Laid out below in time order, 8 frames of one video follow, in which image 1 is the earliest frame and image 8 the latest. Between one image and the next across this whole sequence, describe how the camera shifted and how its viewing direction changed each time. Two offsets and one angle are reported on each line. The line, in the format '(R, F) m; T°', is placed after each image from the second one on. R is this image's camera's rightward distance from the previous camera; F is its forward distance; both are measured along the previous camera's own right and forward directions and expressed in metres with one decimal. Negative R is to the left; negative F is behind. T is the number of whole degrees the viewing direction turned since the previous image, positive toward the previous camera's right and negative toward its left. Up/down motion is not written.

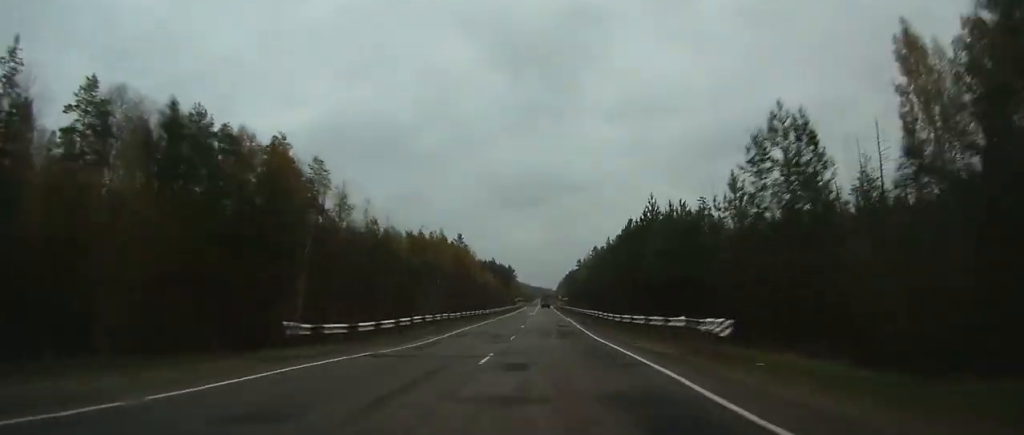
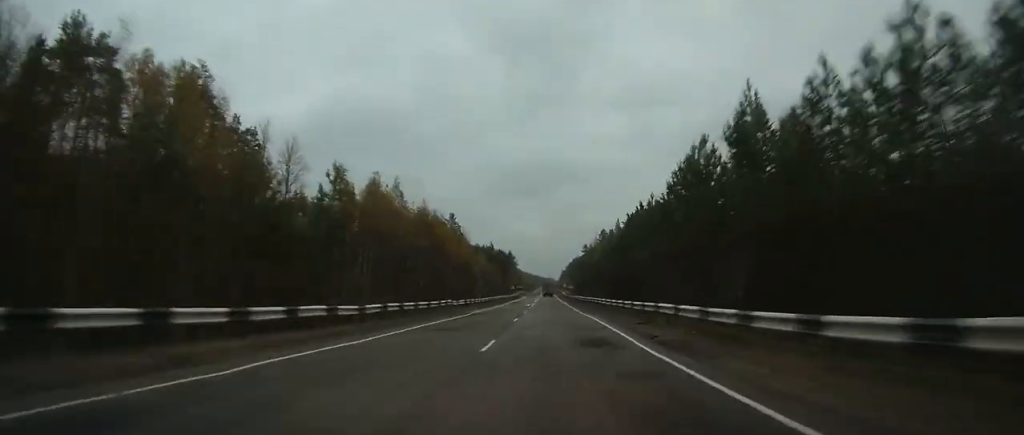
(0.0, +23.6) m; 0°
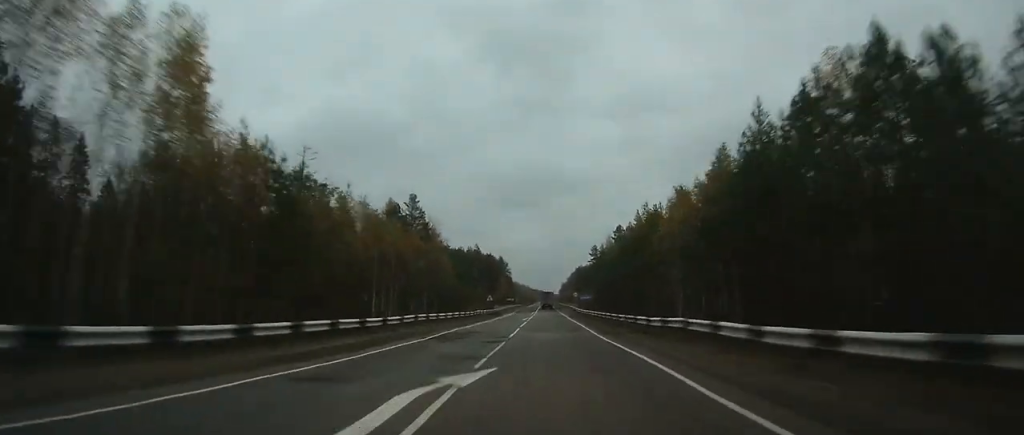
(-0.2, +53.3) m; 0°
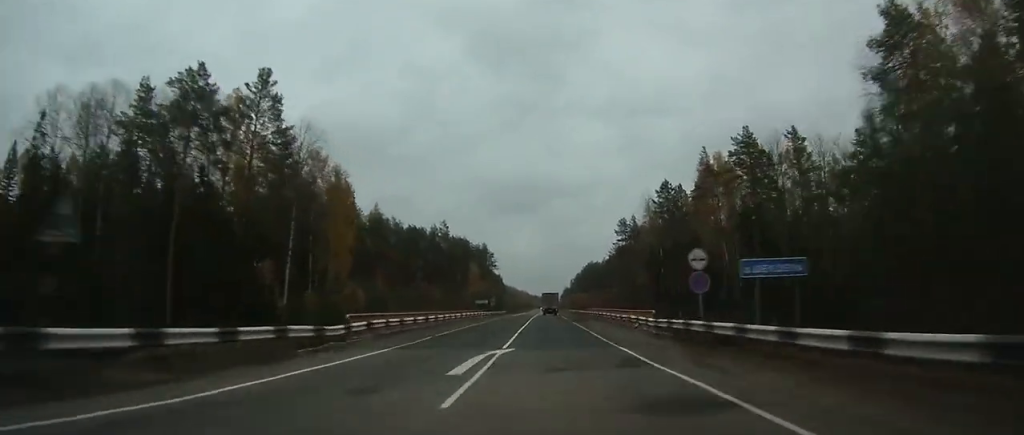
(-0.2, +78.5) m; 0°
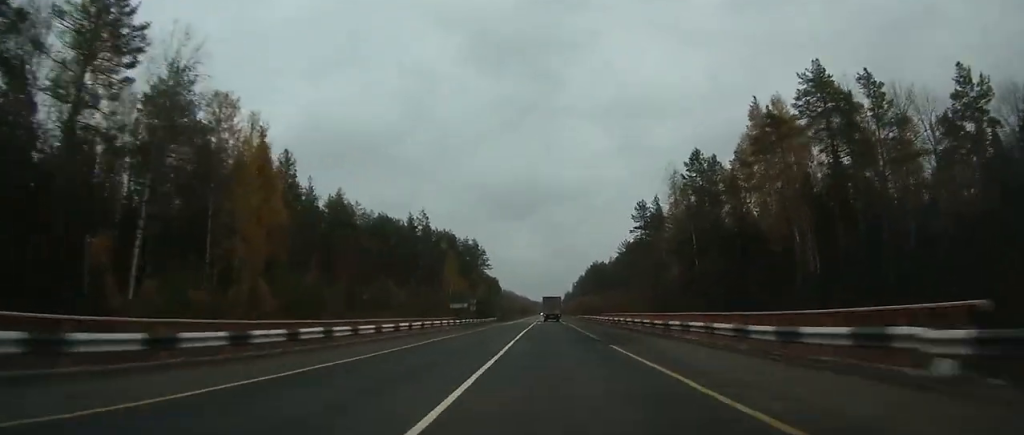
(-0.1, +26.7) m; 0°
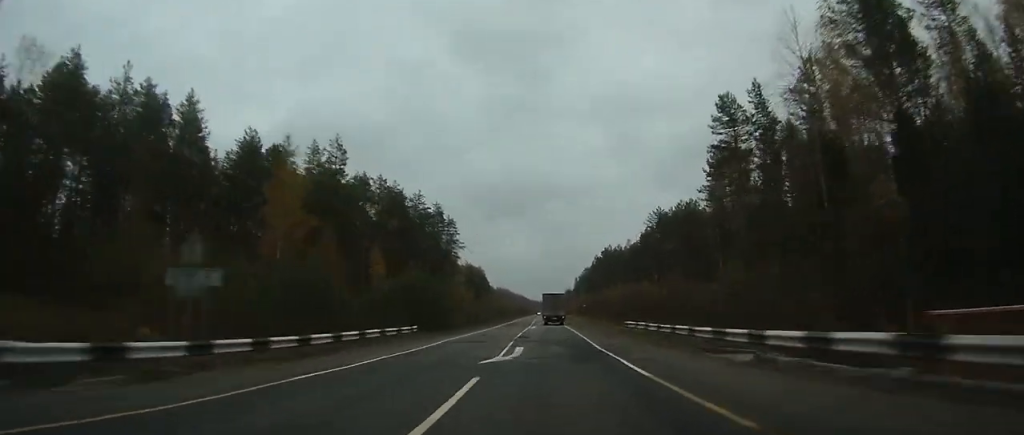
(+0.2, +52.5) m; 0°
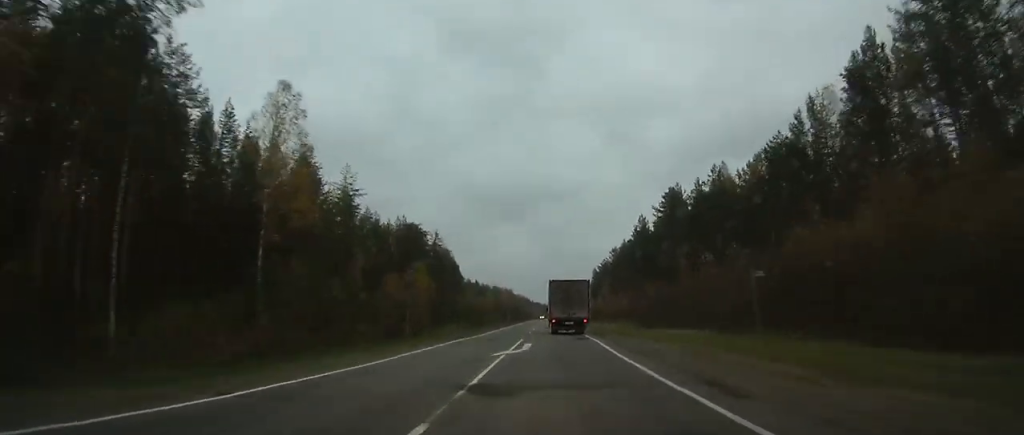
(-0.2, +88.0) m; 0°
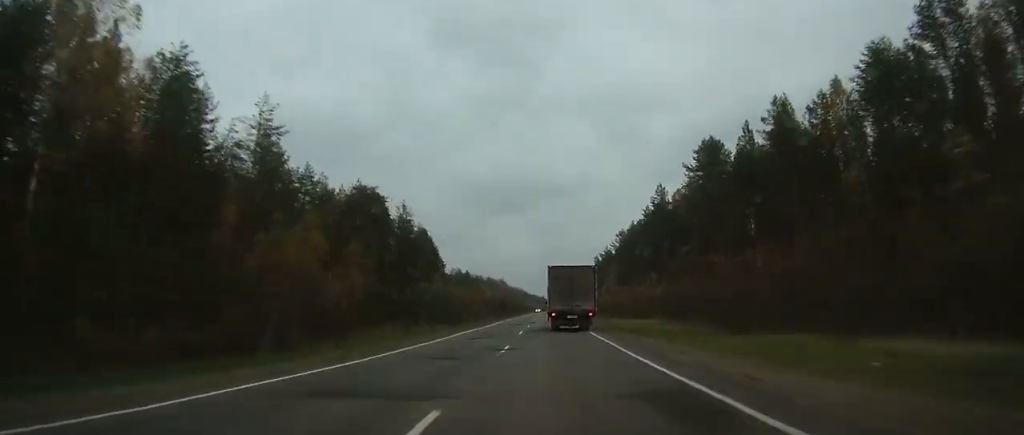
(+0.1, +23.1) m; 0°
